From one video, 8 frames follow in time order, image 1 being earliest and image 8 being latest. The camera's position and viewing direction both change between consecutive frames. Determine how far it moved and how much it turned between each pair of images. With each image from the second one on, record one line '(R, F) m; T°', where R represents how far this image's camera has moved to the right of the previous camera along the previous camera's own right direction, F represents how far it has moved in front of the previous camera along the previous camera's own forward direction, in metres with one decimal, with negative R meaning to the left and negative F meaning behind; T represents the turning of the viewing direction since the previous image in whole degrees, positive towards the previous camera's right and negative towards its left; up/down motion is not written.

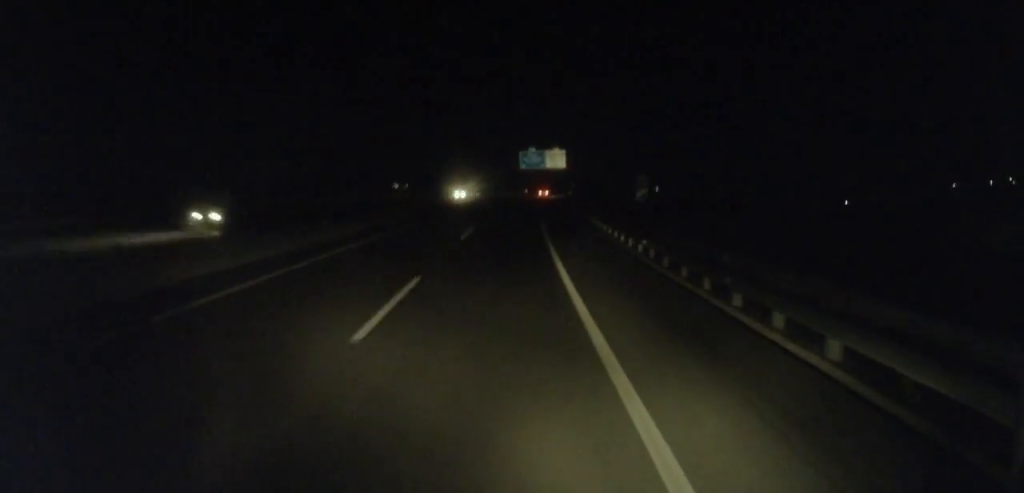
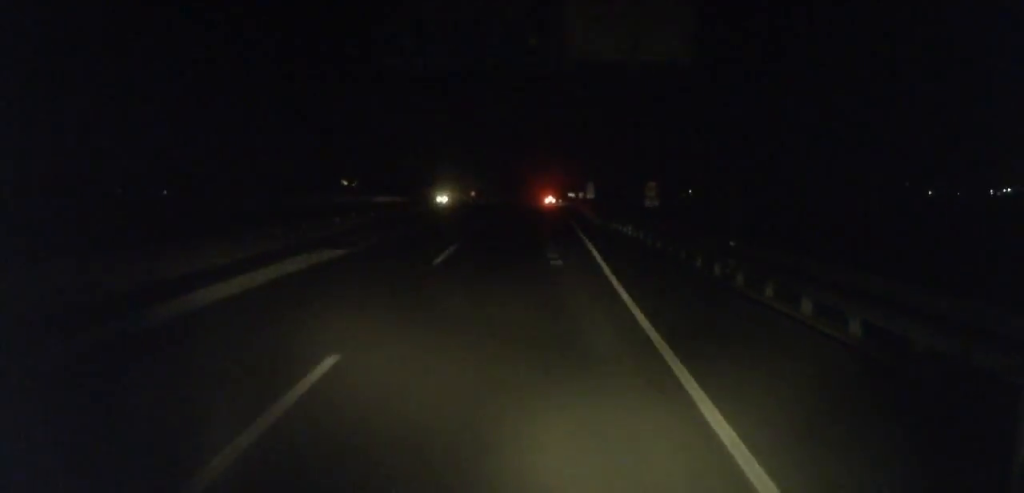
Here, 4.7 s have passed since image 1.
(+6.5, +109.2) m; +5°
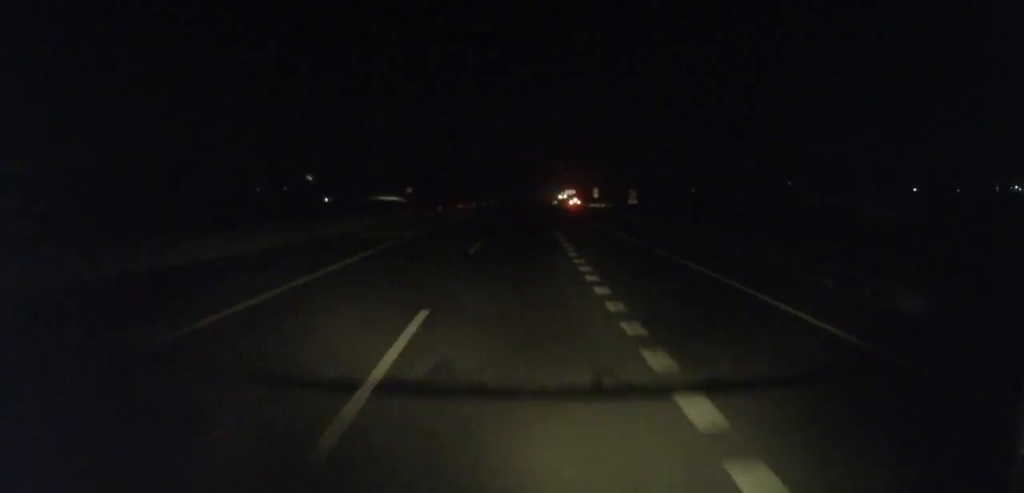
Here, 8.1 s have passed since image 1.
(+2.0, +82.1) m; +3°
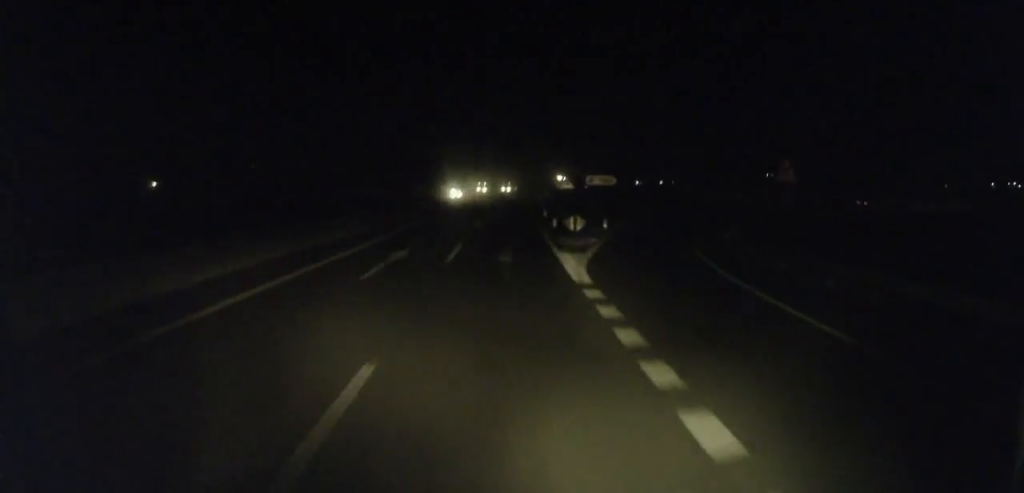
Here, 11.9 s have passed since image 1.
(+2.0, +89.5) m; +3°
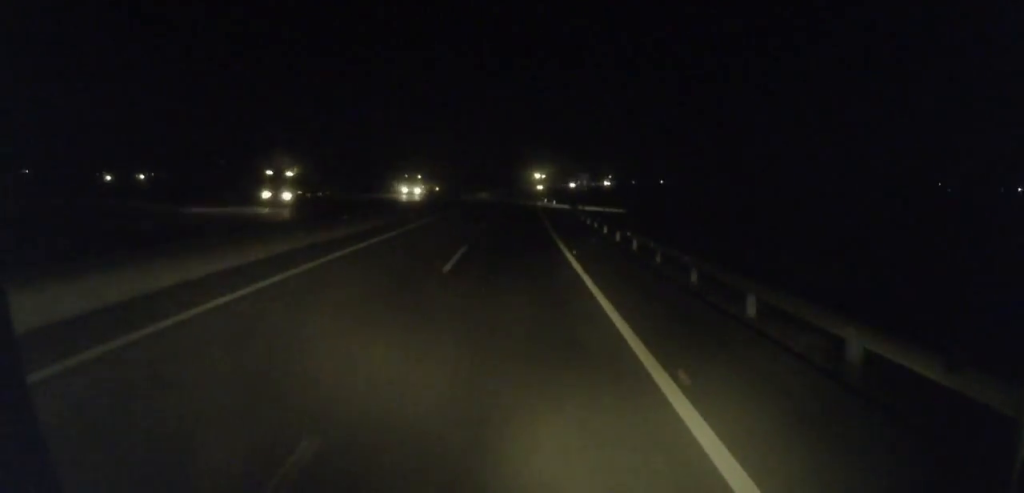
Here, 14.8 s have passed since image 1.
(+0.9, +71.2) m; +3°
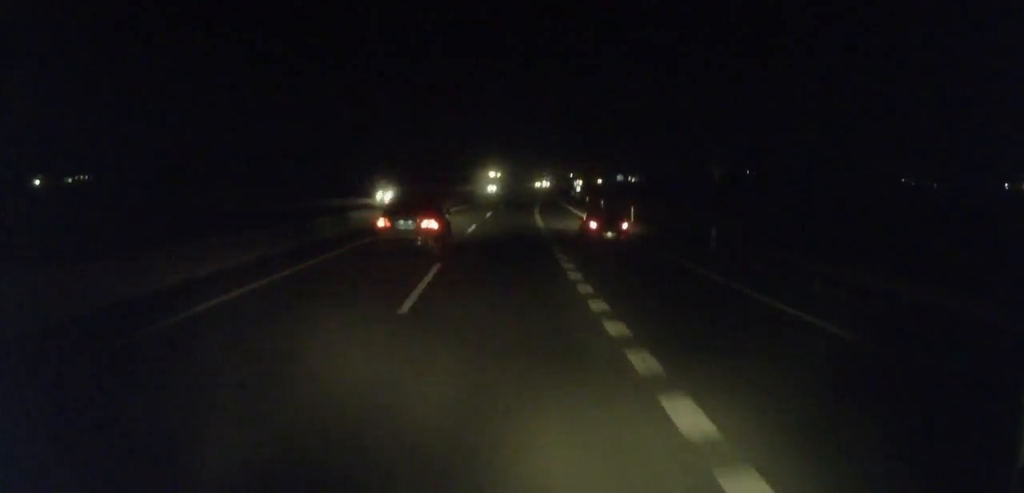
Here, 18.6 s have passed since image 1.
(+3.6, +91.2) m; +4°
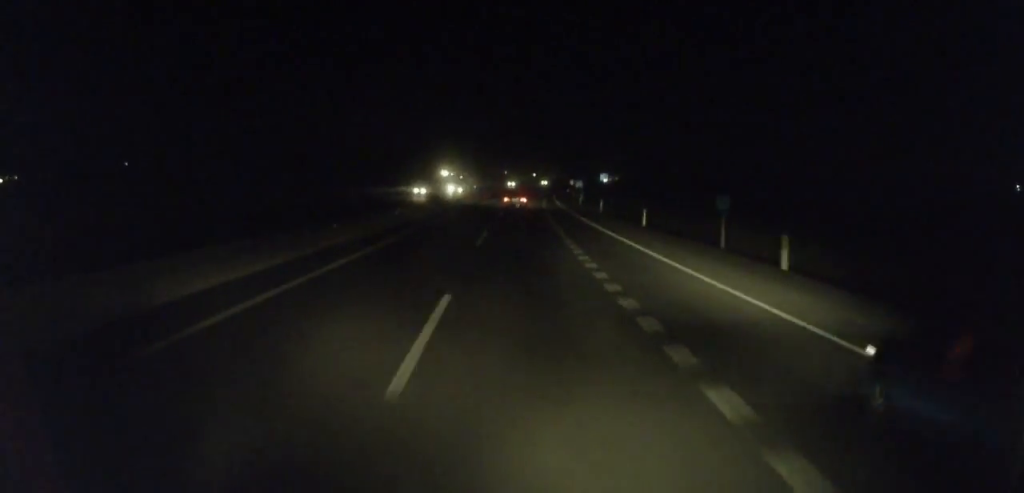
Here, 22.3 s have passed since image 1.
(+3.4, +90.5) m; +5°
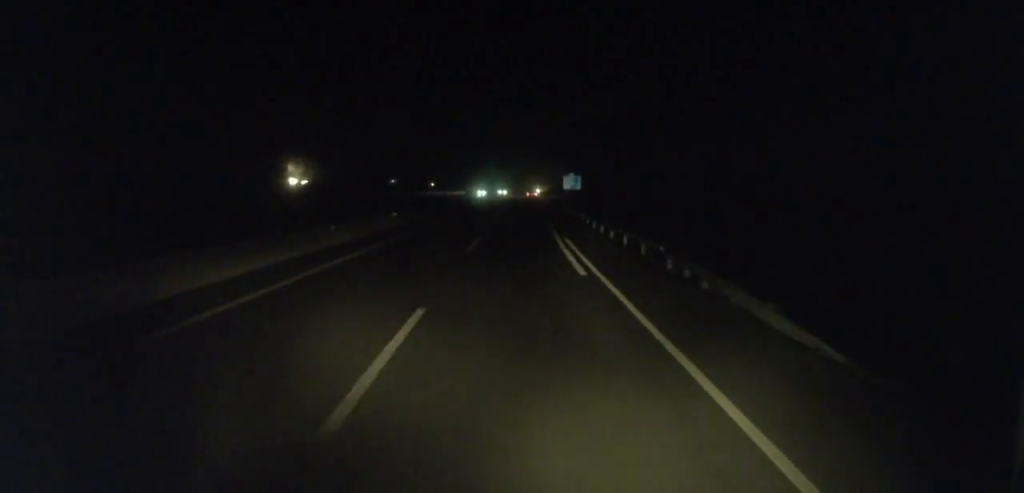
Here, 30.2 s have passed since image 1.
(+15.4, +187.4) m; +9°
